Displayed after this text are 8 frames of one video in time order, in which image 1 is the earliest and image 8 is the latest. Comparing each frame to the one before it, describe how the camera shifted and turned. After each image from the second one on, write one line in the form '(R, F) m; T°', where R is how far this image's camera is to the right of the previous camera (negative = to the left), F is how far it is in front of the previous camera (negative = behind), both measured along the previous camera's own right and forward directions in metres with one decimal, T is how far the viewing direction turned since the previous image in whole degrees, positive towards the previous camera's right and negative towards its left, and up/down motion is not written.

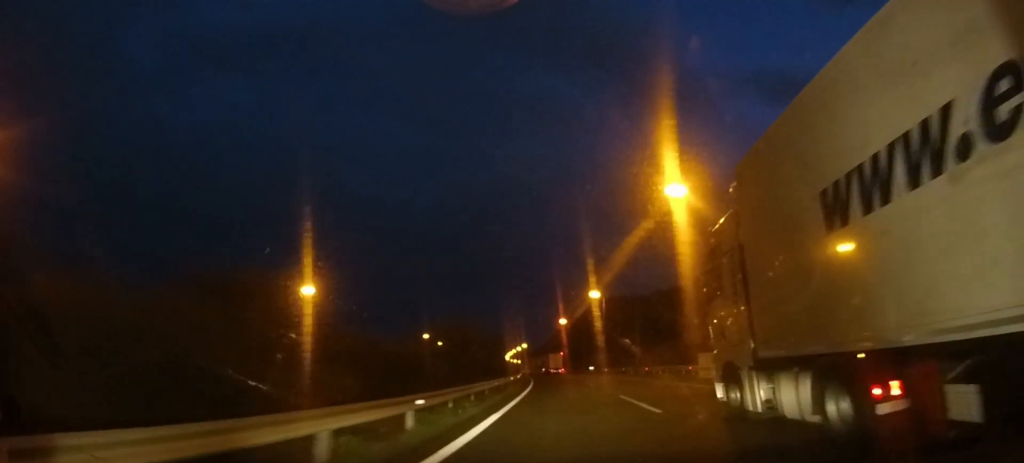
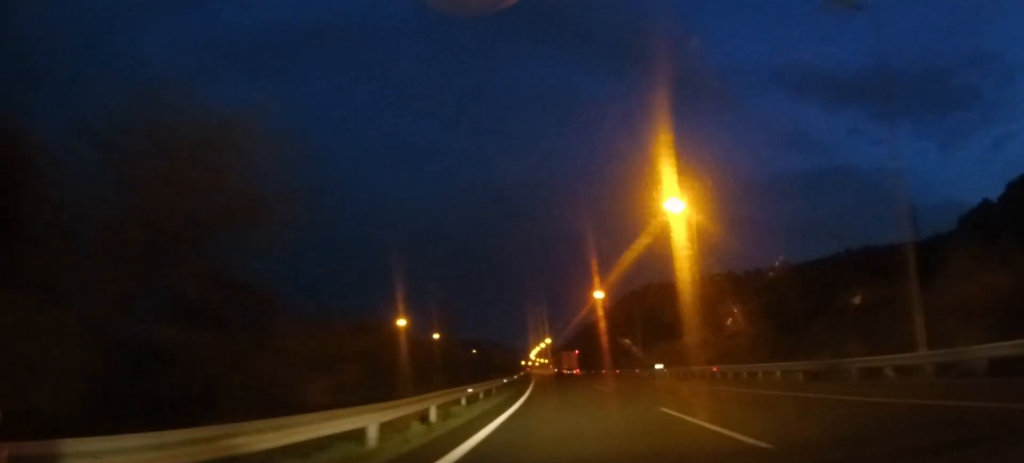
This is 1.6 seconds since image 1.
(-1.6, +42.5) m; -3°
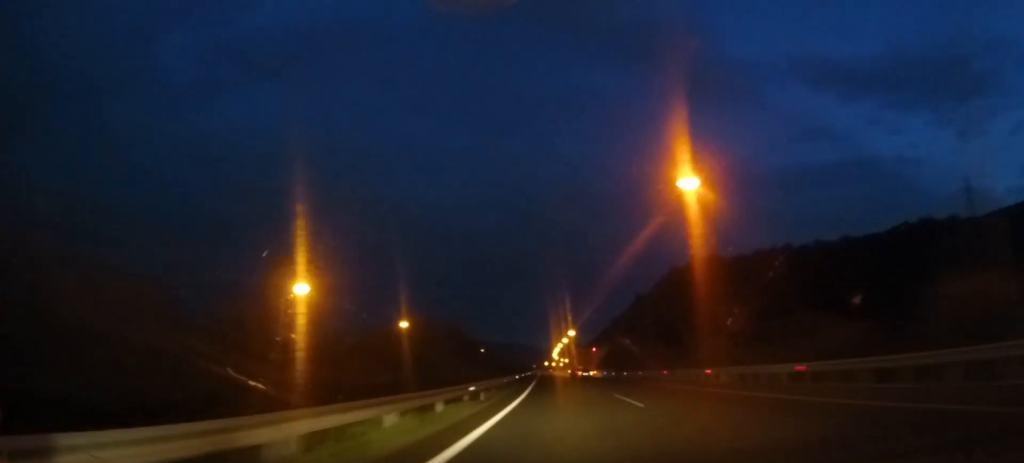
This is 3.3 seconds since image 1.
(-1.0, +46.6) m; -1°
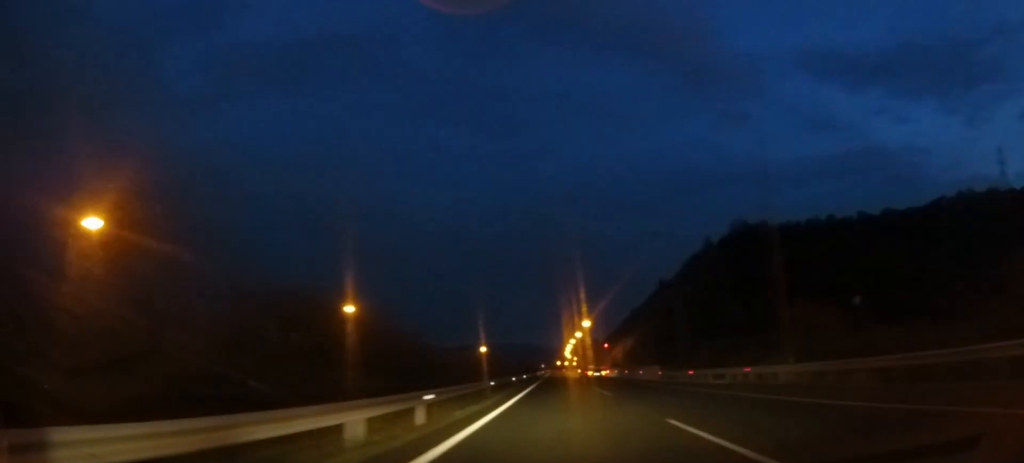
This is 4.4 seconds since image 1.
(-0.1, +28.9) m; -1°
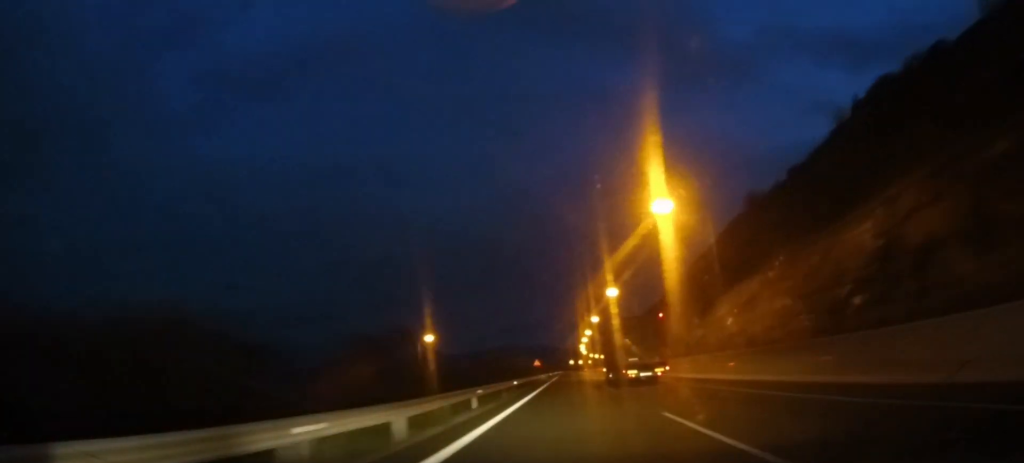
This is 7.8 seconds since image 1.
(-2.1, +89.7) m; -3°
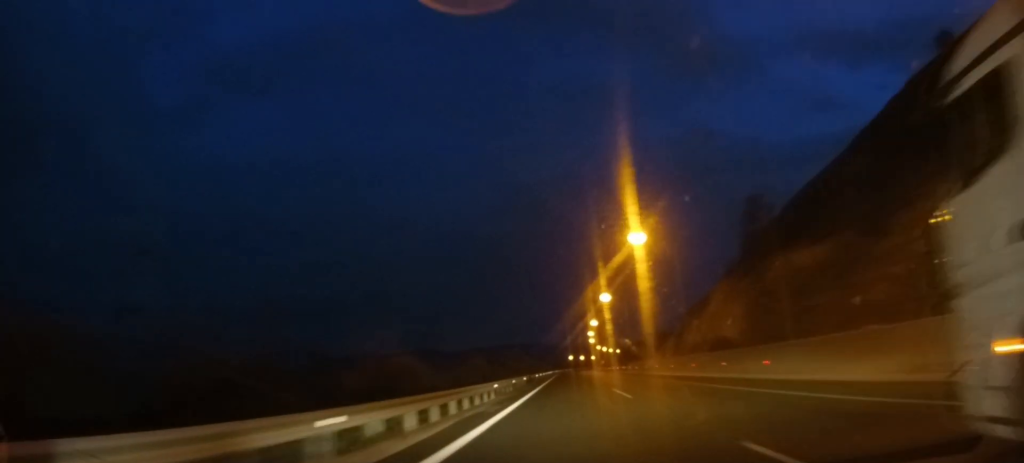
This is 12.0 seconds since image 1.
(-0.8, +116.2) m; +1°
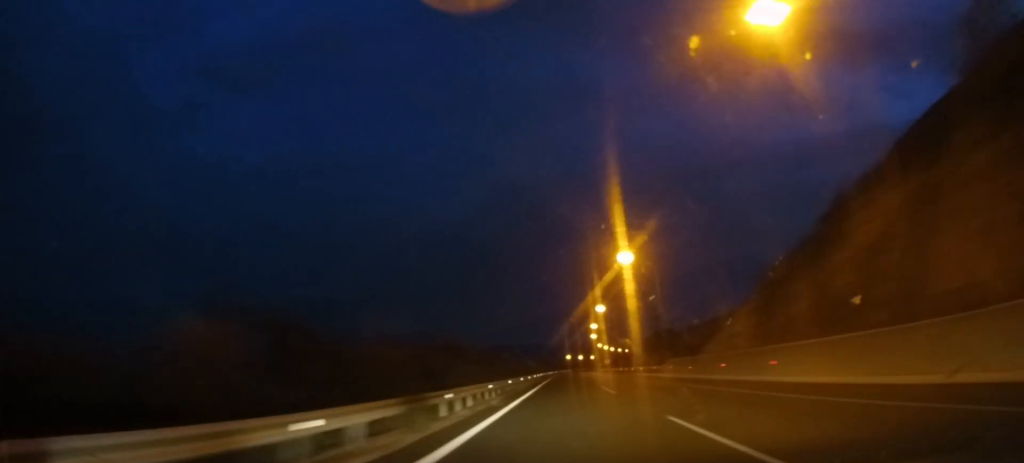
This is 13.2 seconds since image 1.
(+0.1, +32.2) m; +1°
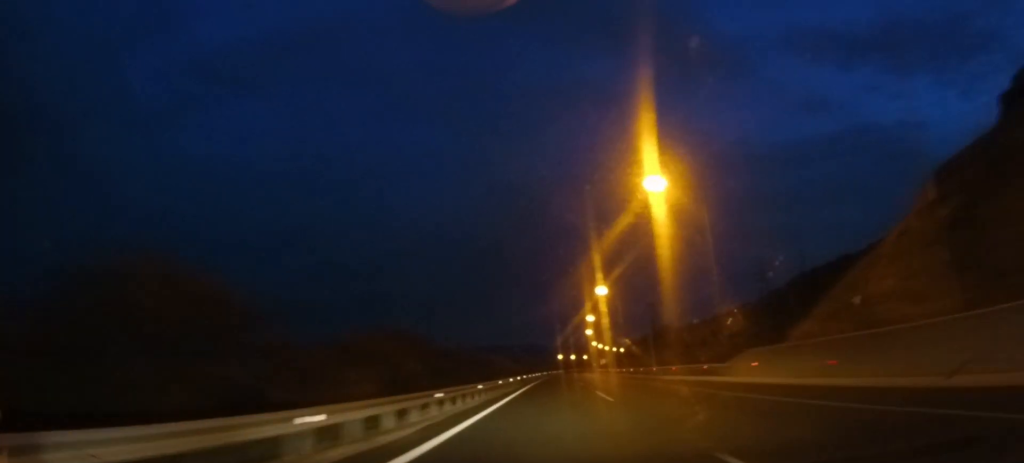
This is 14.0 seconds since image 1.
(+0.3, +23.2) m; +1°
